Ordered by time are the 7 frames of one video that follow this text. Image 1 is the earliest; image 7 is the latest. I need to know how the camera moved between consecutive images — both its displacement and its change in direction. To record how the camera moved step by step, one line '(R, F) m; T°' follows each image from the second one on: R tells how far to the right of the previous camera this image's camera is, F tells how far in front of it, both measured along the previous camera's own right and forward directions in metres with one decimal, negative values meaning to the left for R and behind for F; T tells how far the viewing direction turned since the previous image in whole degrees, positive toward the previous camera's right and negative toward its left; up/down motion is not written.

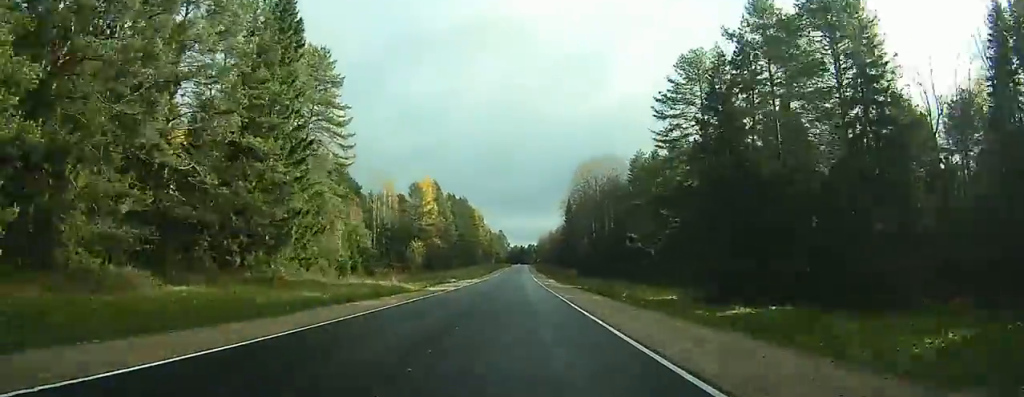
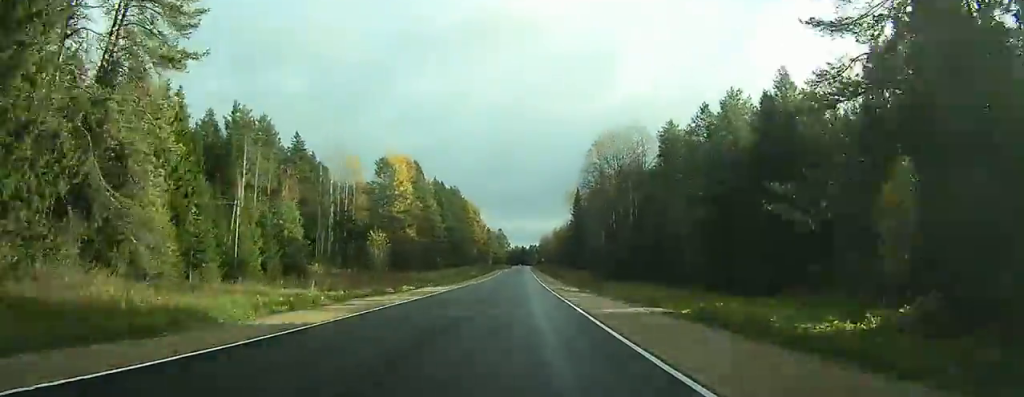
(0.0, +28.7) m; 0°
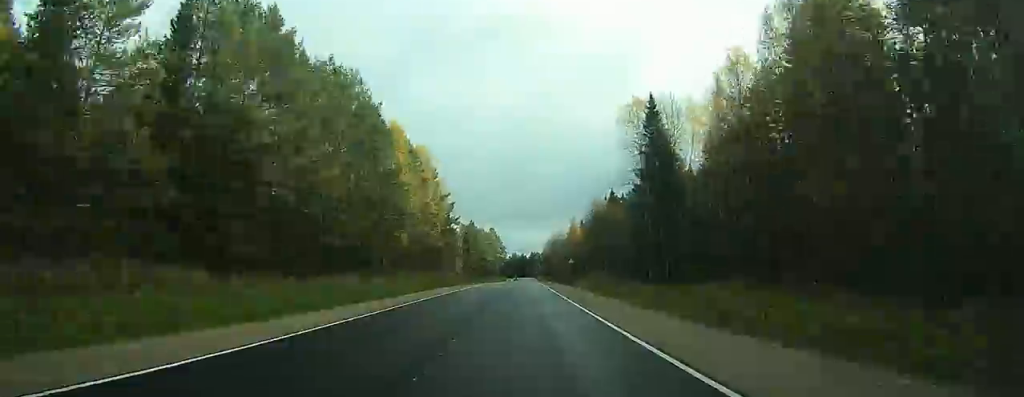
(-0.4, +107.5) m; 0°
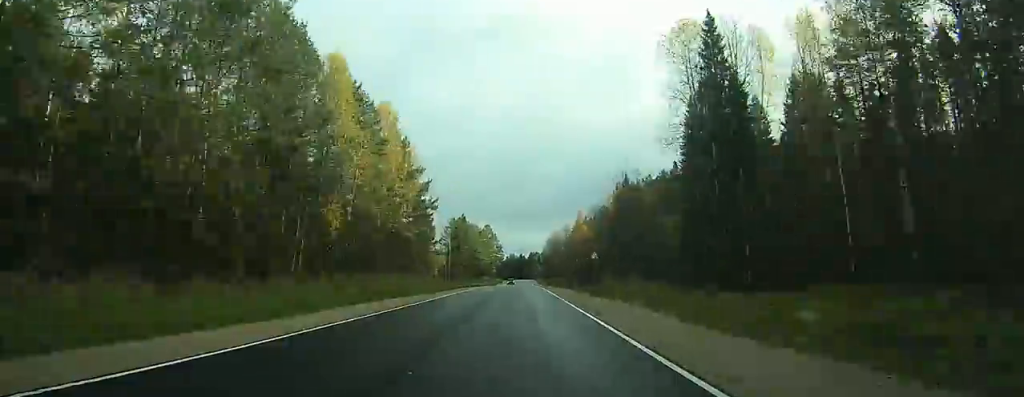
(-0.1, +26.8) m; 0°
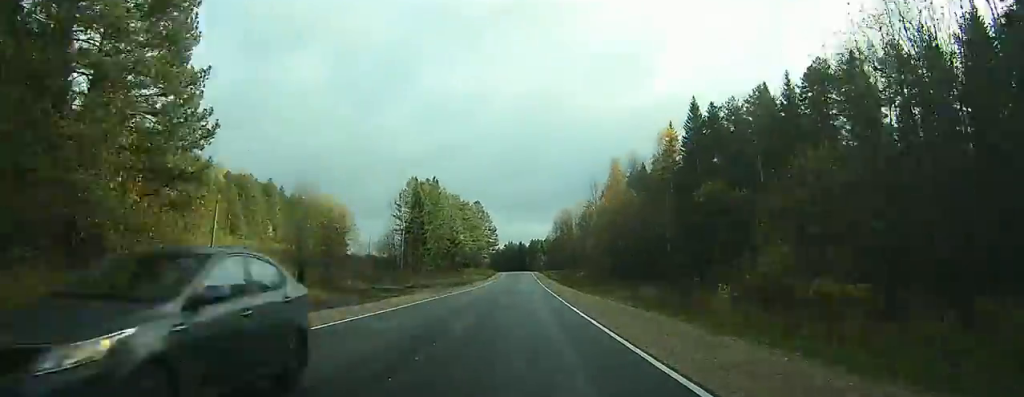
(+0.4, +63.6) m; +1°
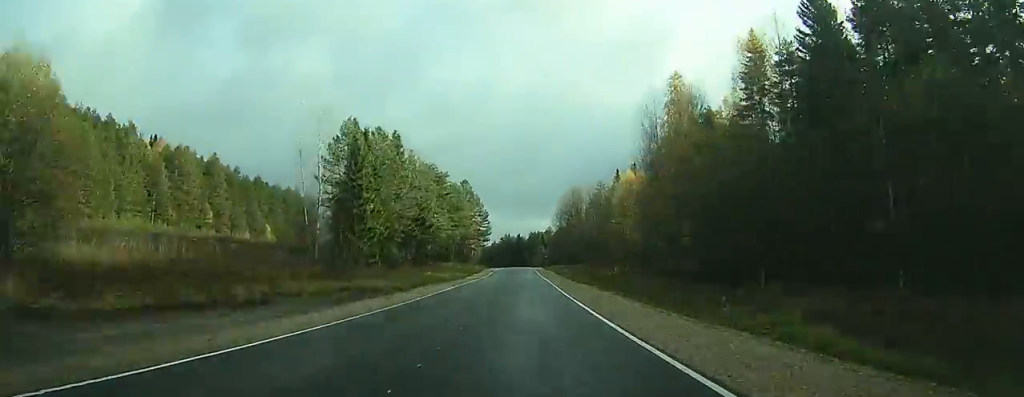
(+0.1, +41.9) m; 0°
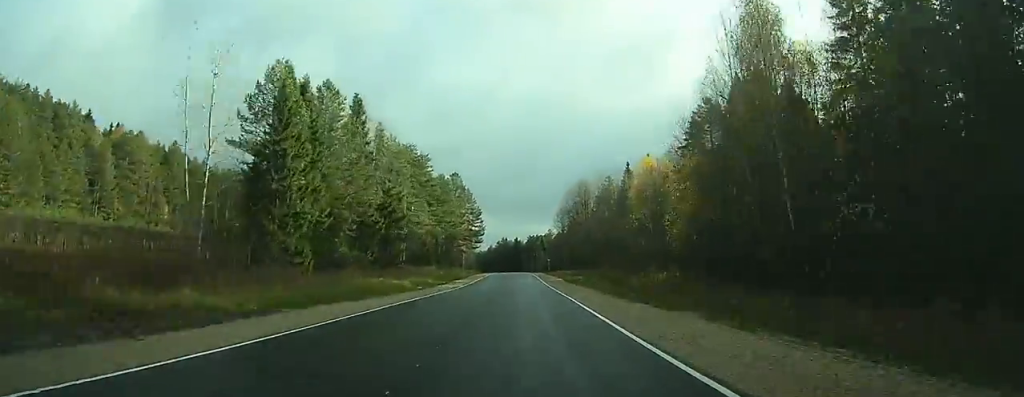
(-0.1, +22.4) m; 0°
